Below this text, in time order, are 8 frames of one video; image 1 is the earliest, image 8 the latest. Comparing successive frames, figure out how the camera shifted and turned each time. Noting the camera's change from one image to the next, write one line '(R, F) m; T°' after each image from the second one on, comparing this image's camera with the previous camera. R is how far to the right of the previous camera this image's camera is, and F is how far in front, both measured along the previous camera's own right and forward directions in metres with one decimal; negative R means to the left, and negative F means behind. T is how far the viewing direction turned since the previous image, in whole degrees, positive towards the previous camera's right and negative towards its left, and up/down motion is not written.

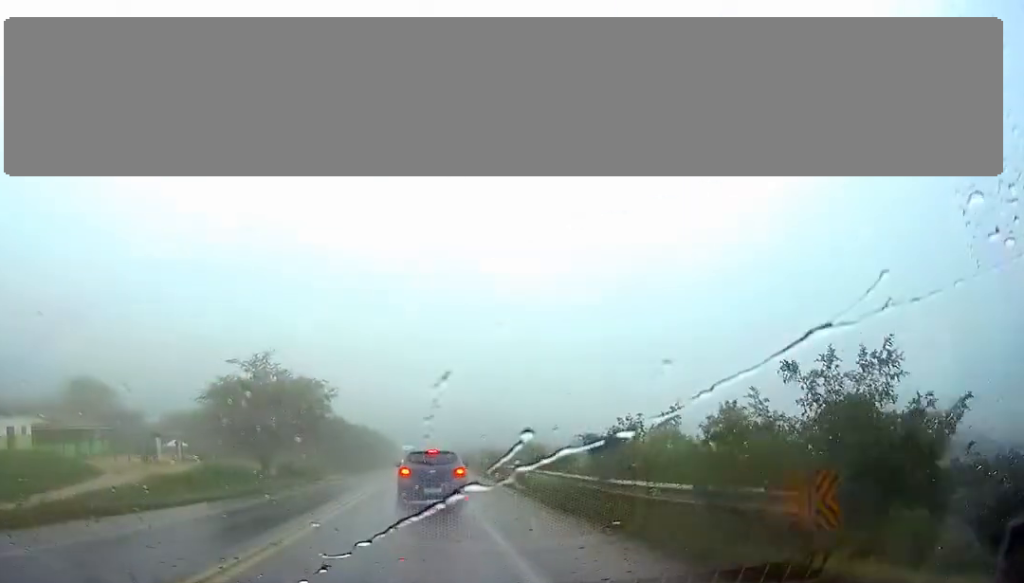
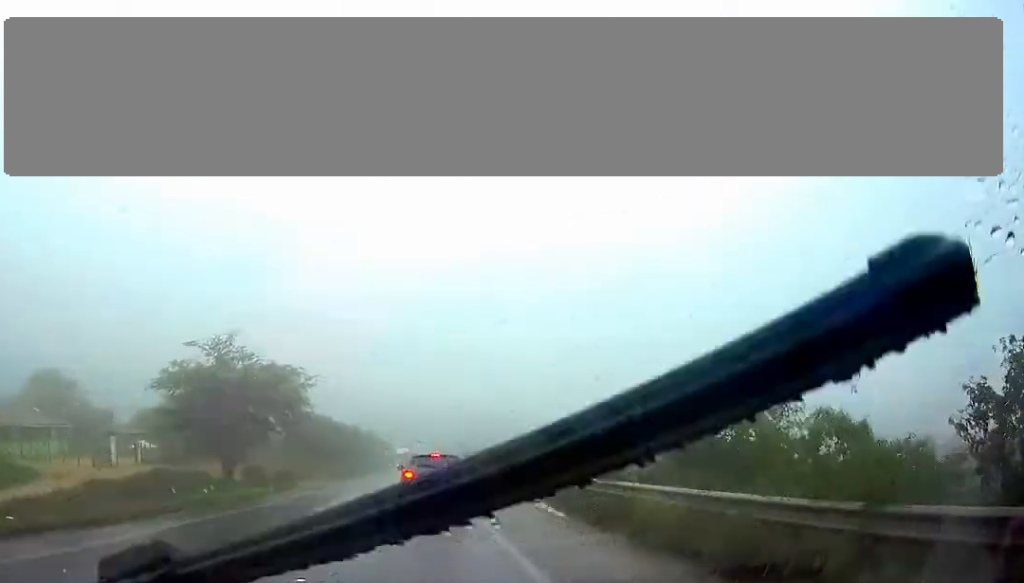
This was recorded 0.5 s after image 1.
(0.0, +11.3) m; 0°
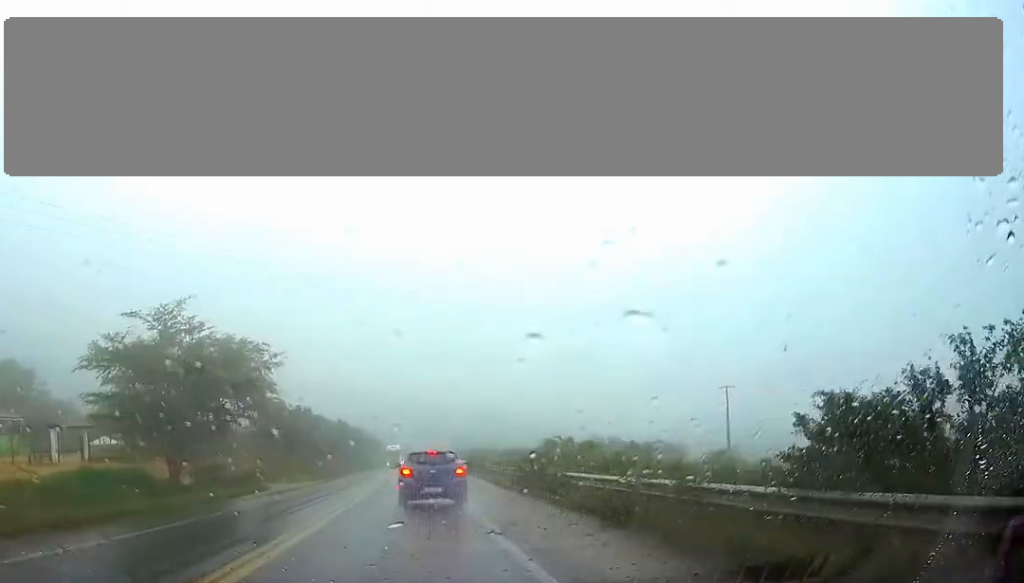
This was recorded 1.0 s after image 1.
(0.0, +10.6) m; 0°
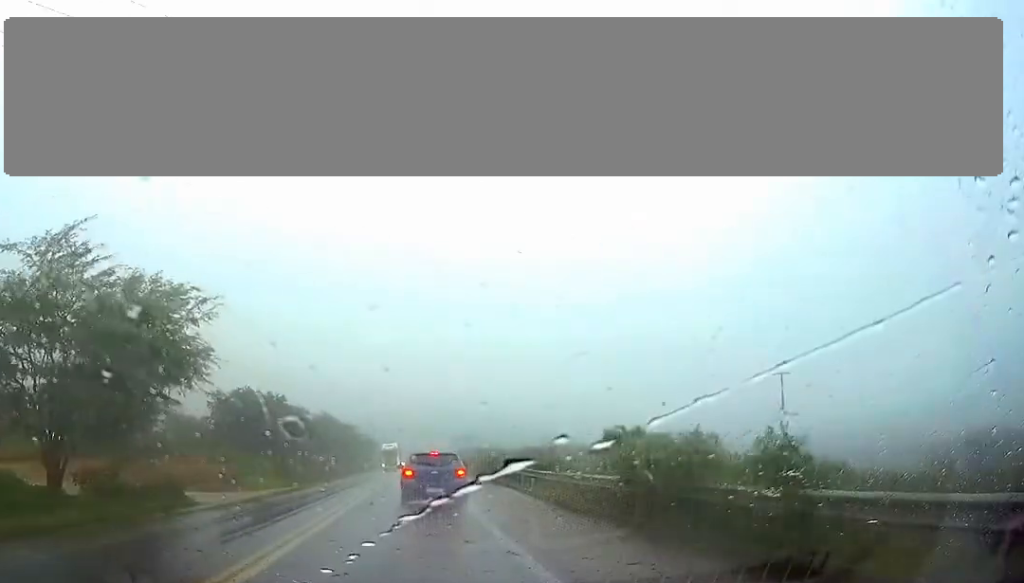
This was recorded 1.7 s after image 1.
(0.0, +14.8) m; 0°
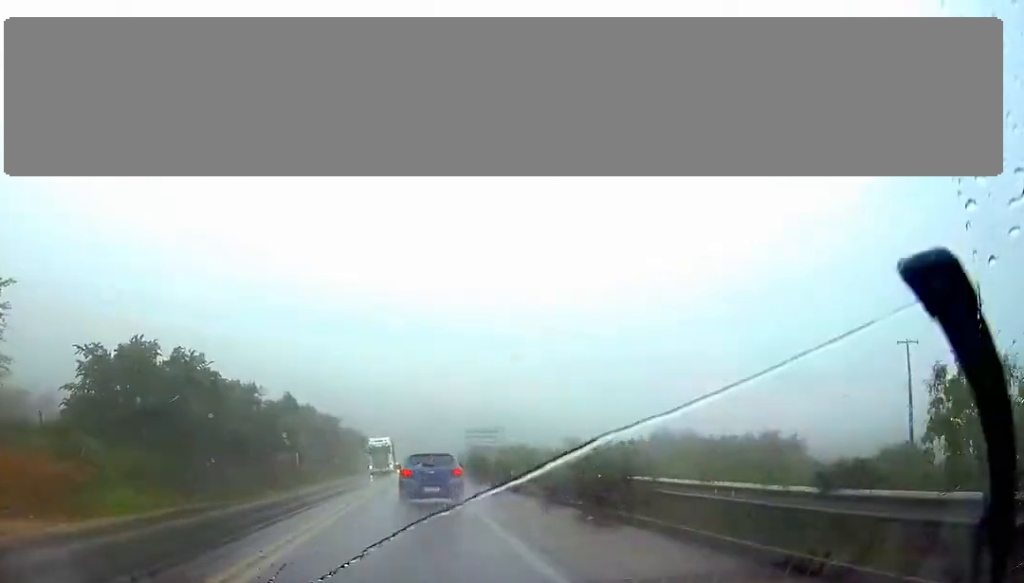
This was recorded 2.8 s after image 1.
(-0.1, +22.9) m; 0°
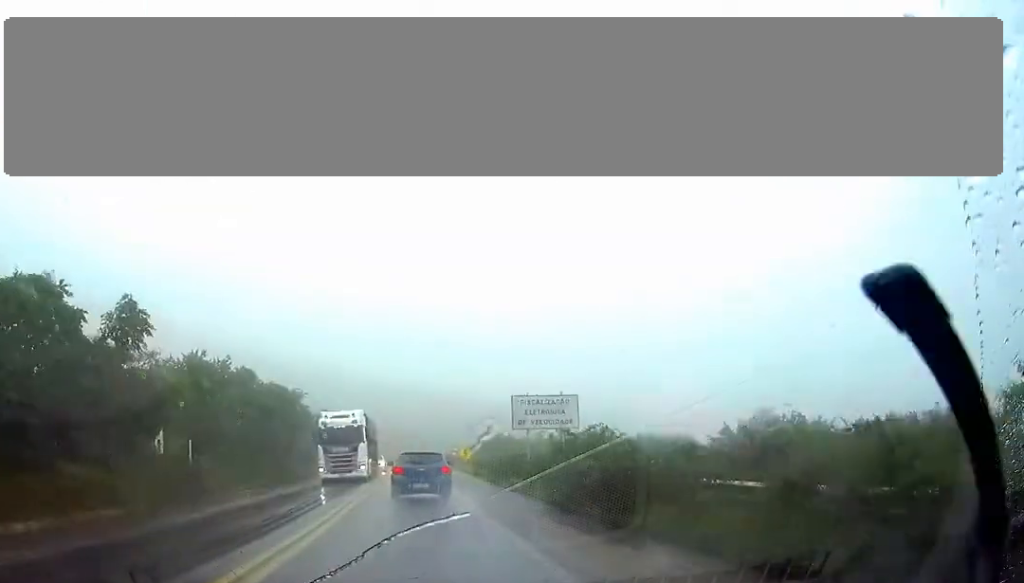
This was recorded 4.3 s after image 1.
(+0.1, +30.9) m; 0°
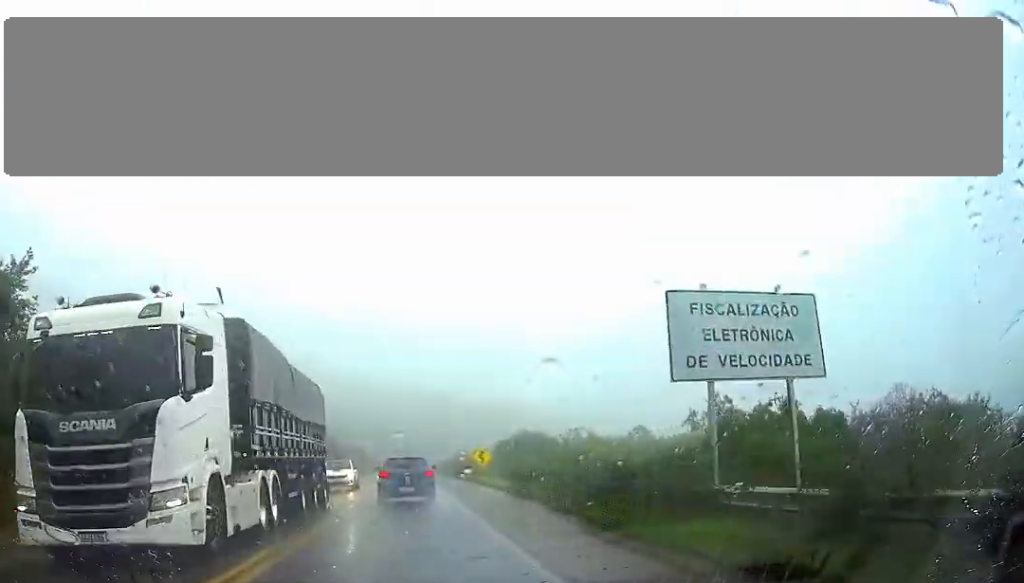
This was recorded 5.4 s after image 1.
(-0.1, +22.8) m; 0°
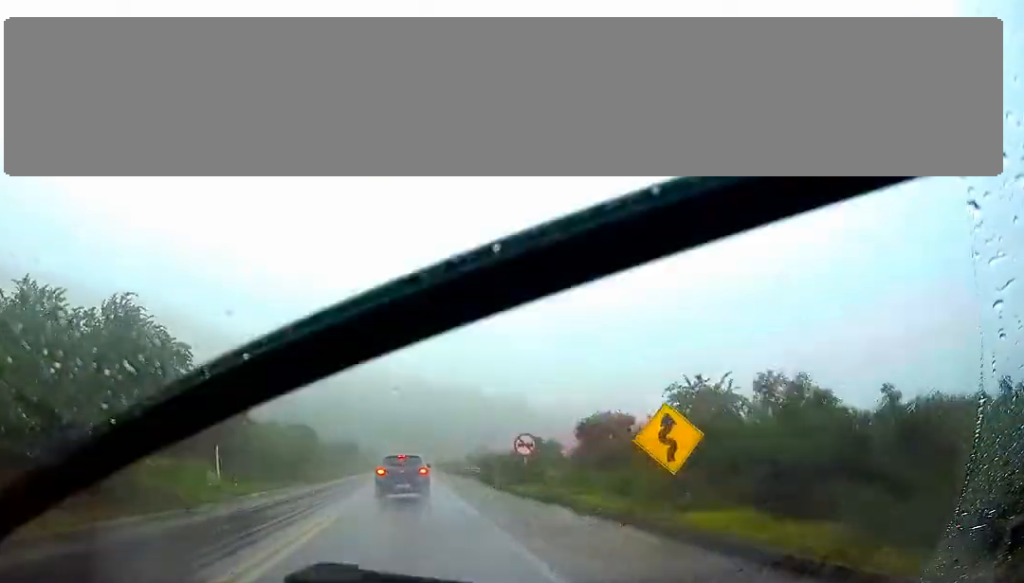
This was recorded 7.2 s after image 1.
(-0.2, +37.8) m; 0°
